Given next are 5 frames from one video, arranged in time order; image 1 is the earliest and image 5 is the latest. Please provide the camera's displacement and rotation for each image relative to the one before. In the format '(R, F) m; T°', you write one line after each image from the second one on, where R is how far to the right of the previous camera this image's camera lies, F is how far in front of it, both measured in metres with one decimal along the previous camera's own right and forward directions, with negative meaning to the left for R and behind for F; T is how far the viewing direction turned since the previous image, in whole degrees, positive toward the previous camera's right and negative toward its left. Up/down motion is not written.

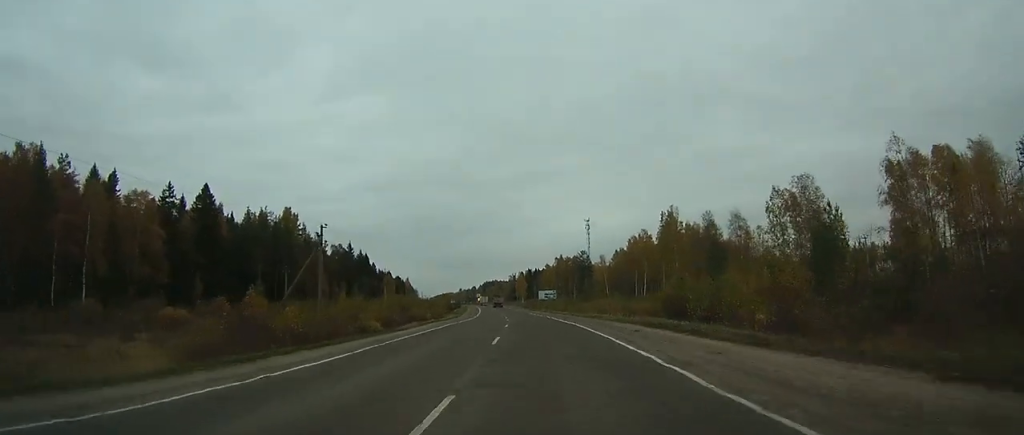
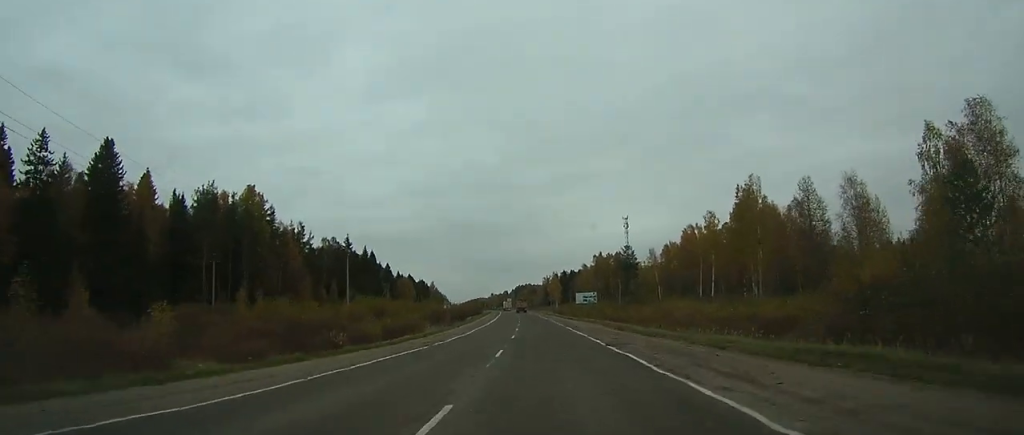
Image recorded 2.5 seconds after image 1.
(-1.0, +38.0) m; -3°
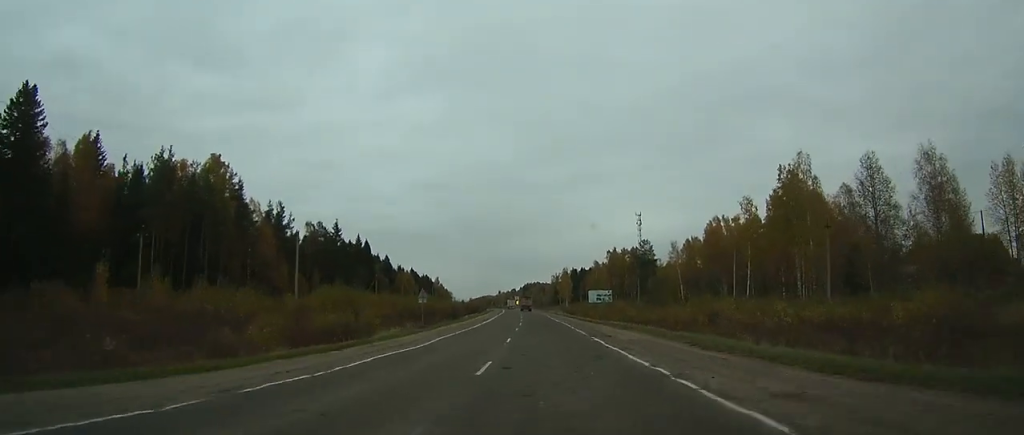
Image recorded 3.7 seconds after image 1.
(-0.3, +18.2) m; -1°
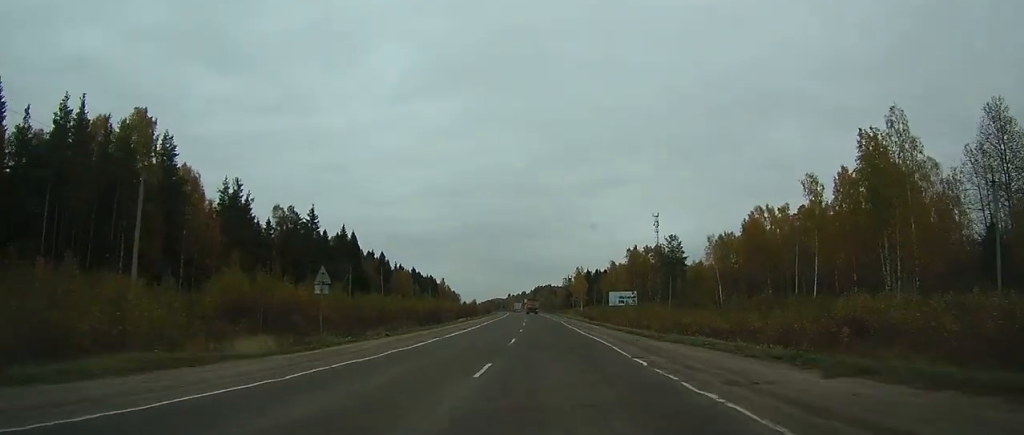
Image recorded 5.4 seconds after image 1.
(-0.3, +24.9) m; -1°
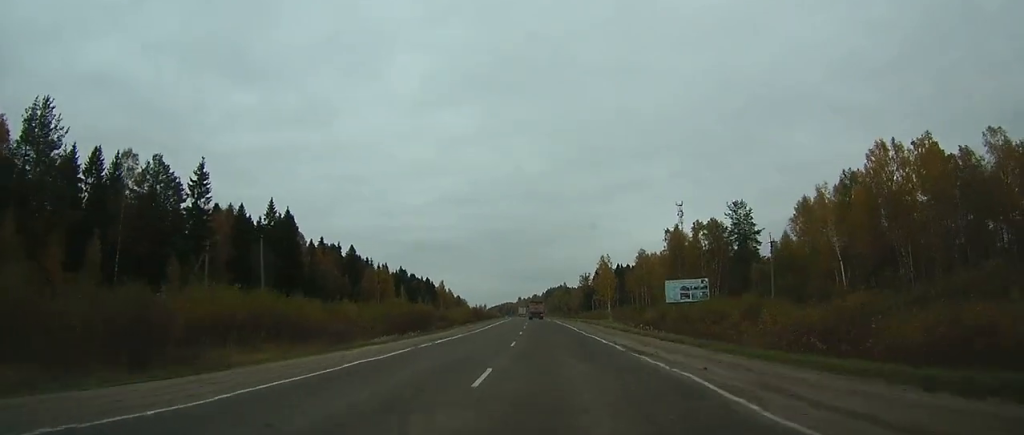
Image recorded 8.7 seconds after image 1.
(-0.5, +48.7) m; -1°
